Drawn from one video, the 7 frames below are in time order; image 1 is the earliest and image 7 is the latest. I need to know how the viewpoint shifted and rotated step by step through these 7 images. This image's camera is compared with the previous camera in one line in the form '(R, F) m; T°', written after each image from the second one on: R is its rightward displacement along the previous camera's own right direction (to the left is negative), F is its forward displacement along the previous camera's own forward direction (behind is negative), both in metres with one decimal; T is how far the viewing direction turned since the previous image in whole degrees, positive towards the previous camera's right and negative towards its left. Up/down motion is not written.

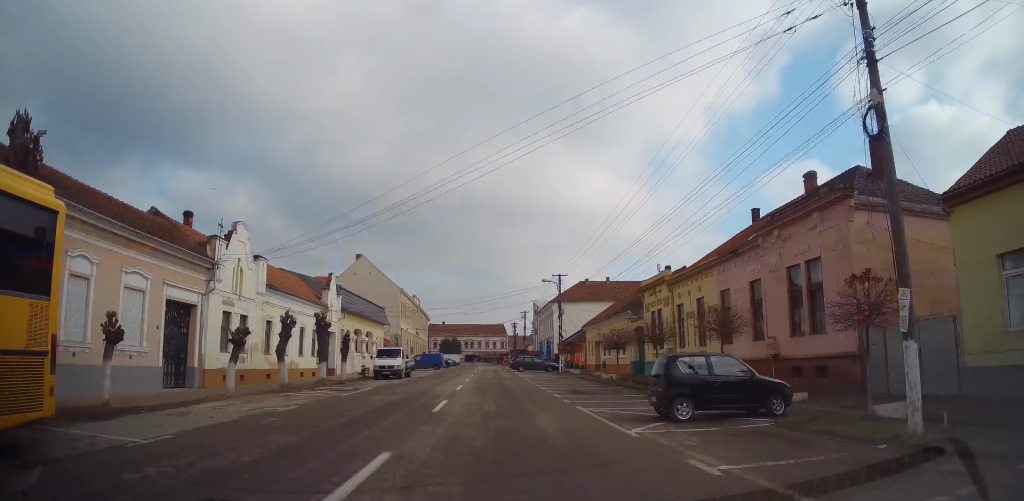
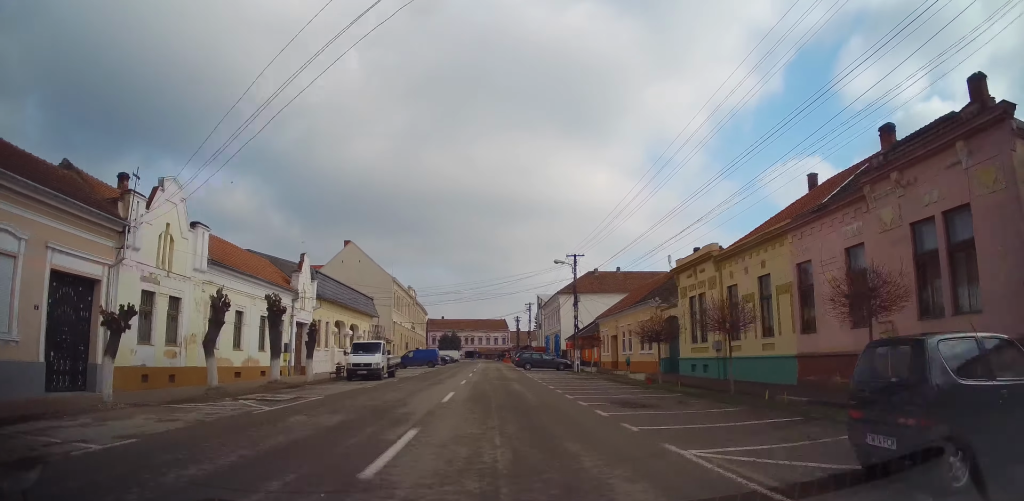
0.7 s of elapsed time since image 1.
(-0.2, +7.2) m; -3°
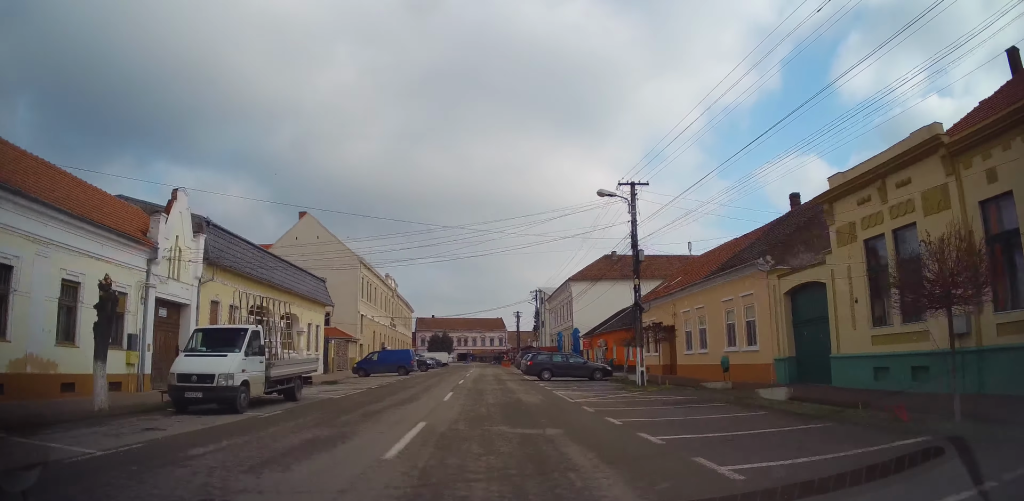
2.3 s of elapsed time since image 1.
(-0.7, +16.1) m; -1°
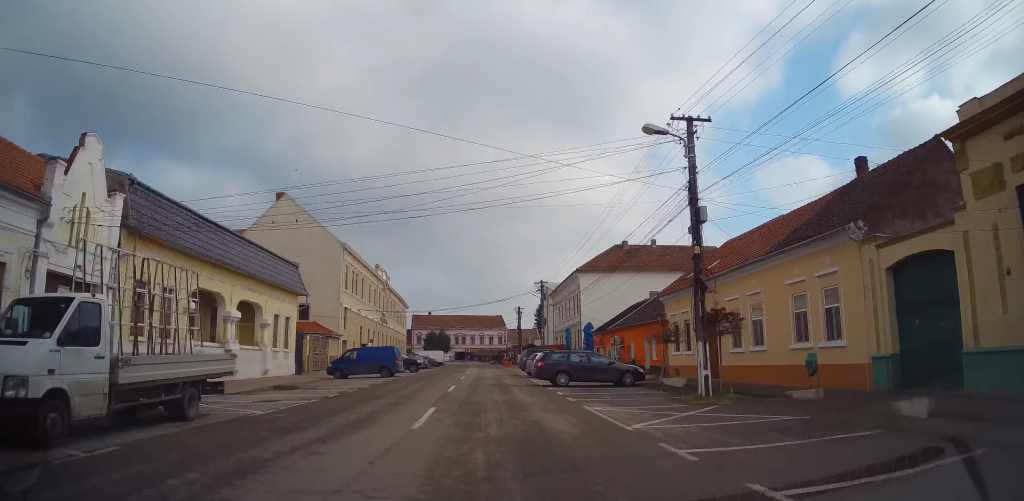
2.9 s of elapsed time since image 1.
(+0.2, +6.3) m; +2°
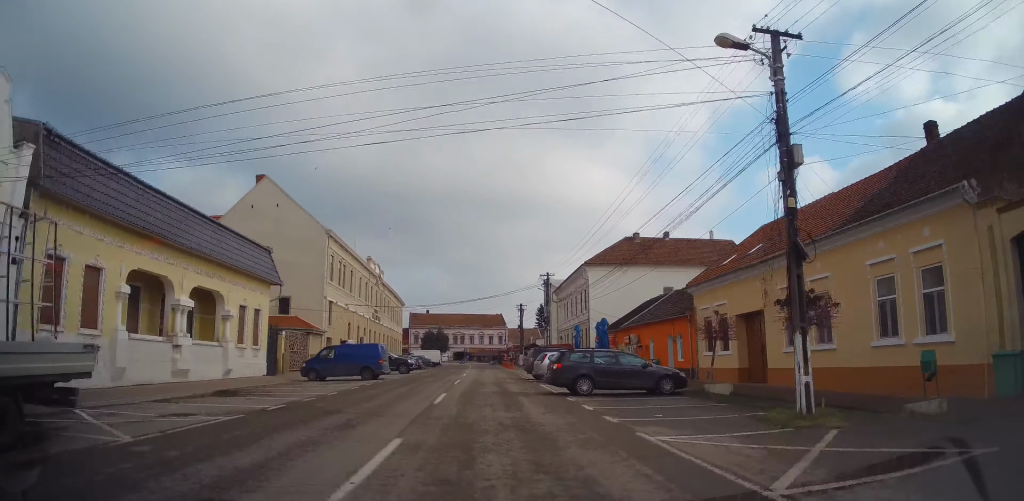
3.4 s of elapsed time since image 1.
(0.0, +5.0) m; 0°
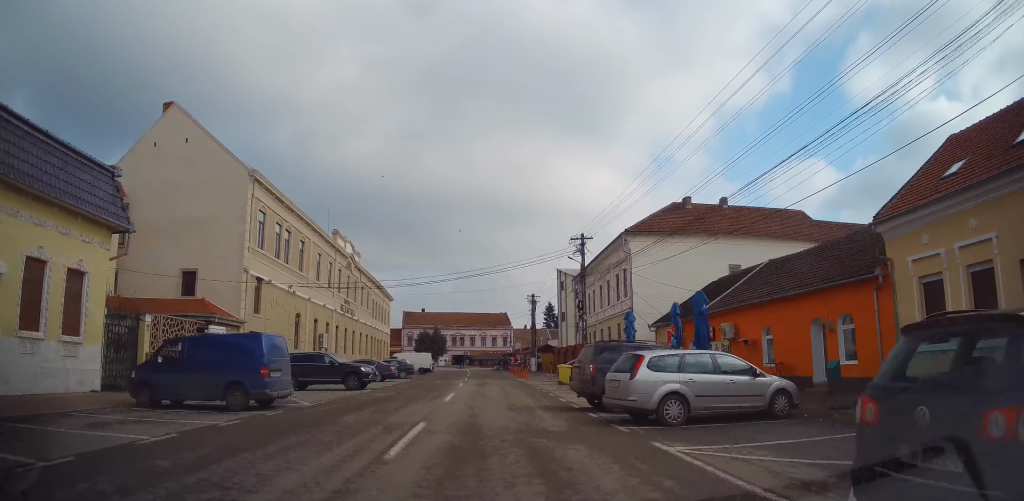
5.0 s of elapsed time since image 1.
(0.0, +15.4) m; -3°
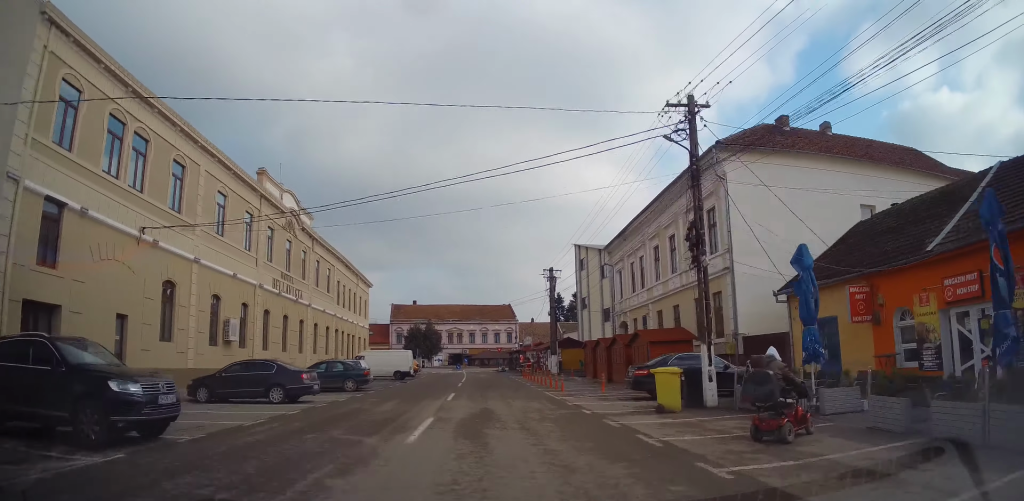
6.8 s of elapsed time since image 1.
(0.0, +16.6) m; +1°
